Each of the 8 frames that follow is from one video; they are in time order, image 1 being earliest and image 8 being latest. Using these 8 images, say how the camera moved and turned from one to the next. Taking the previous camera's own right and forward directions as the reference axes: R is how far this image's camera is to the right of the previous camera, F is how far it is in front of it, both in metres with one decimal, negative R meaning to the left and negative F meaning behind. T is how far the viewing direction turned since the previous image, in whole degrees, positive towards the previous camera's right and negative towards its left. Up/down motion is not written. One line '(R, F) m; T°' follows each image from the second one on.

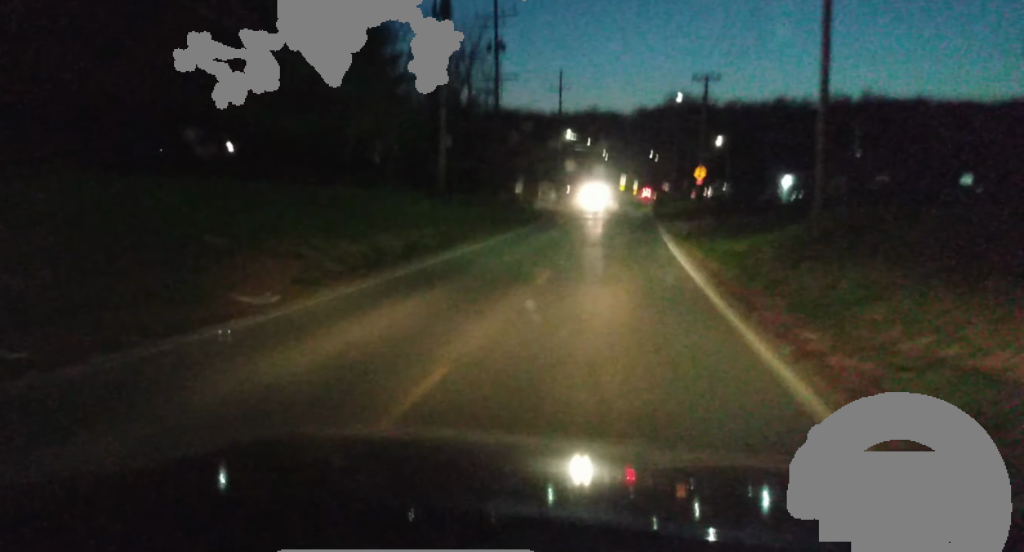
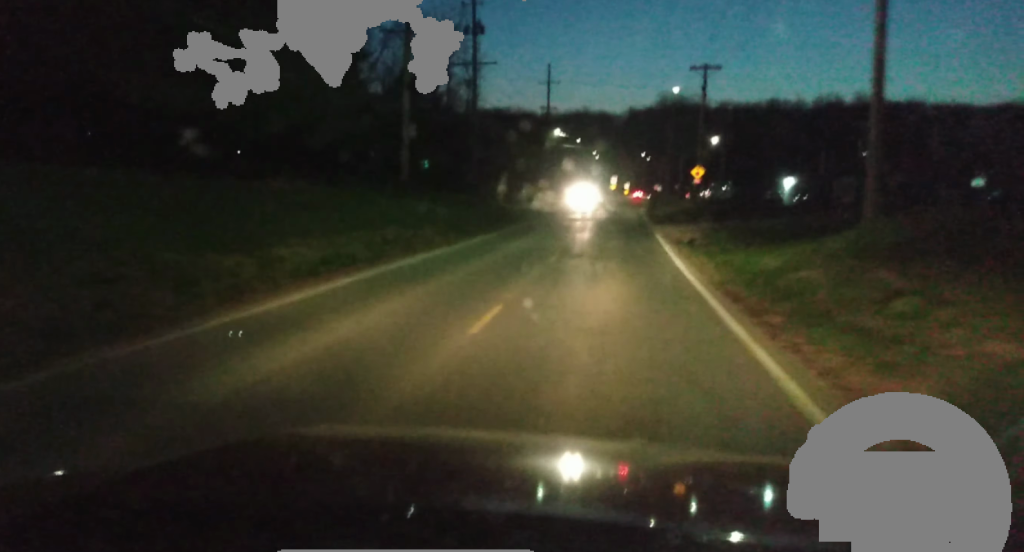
(+0.3, +7.6) m; +1°
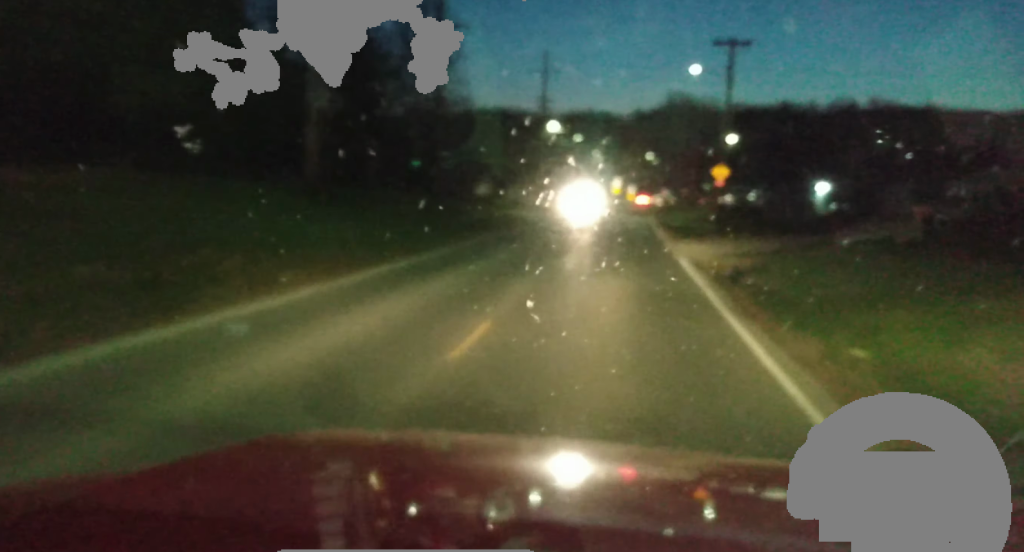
(+0.1, +14.3) m; 0°
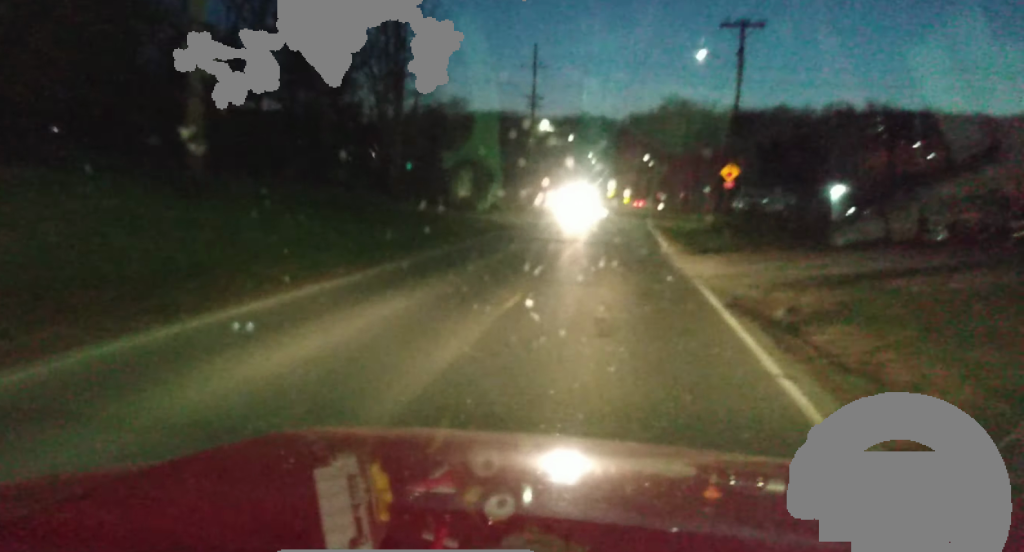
(0.0, +9.5) m; 0°
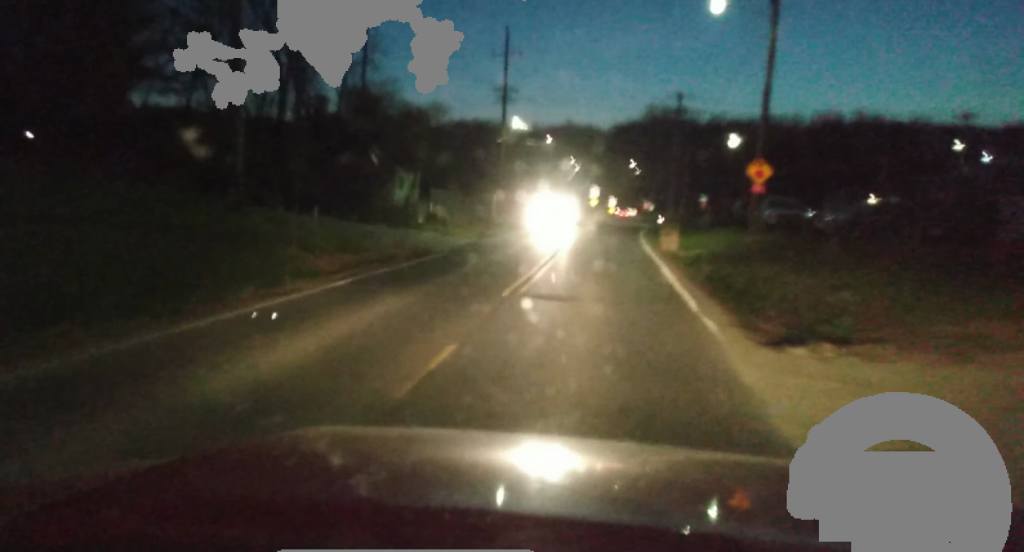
(+0.2, +18.6) m; +2°
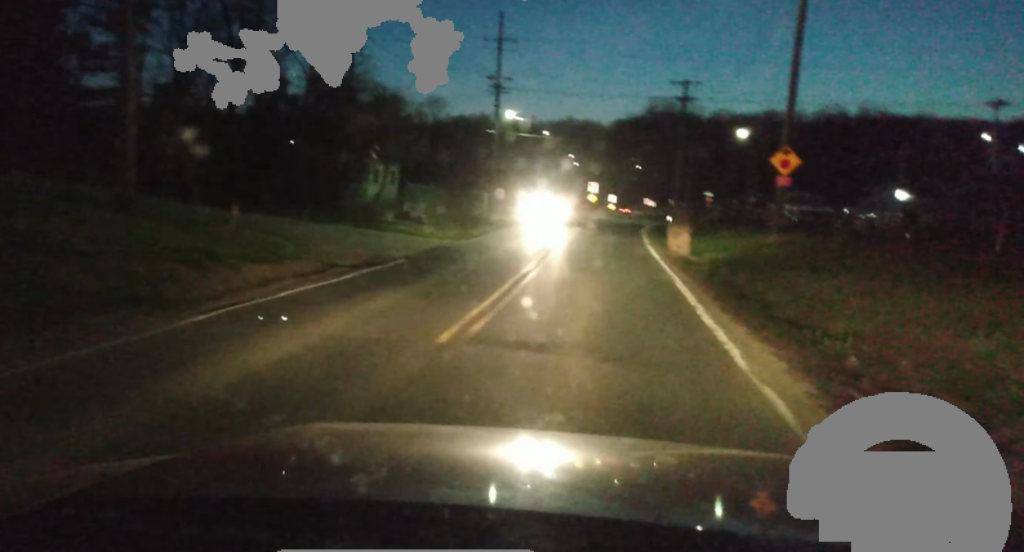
(+0.2, +6.2) m; 0°
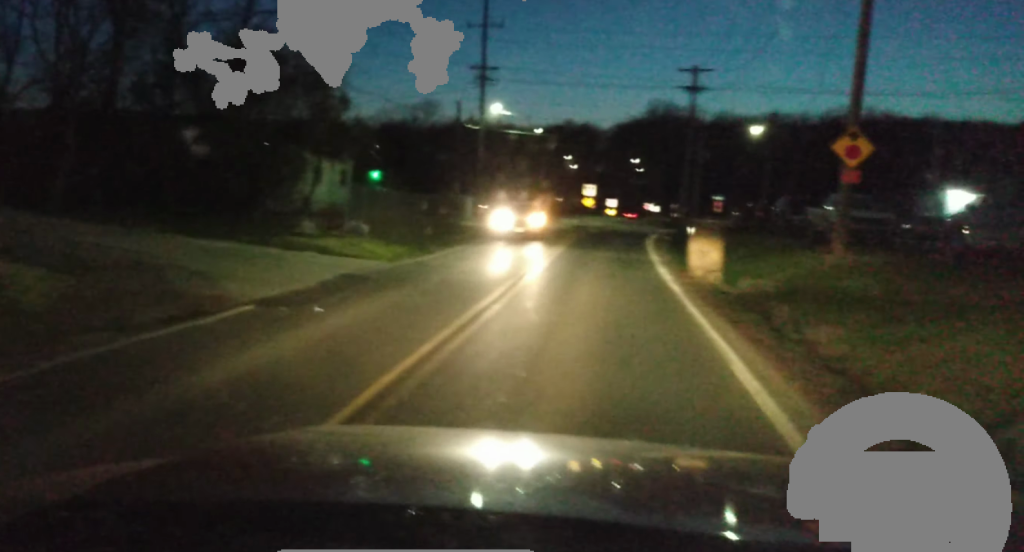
(-0.2, +10.2) m; -1°
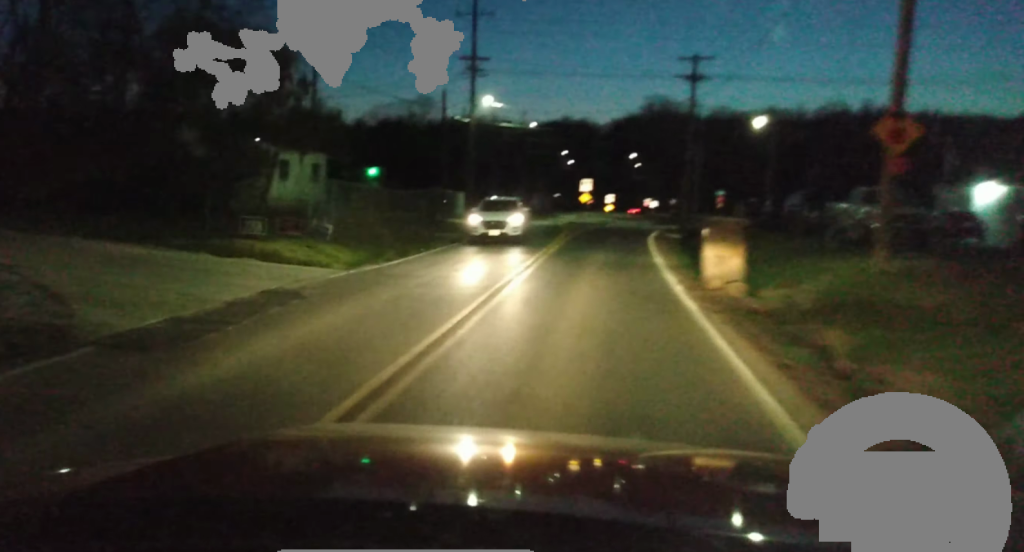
(0.0, +4.4) m; 0°
